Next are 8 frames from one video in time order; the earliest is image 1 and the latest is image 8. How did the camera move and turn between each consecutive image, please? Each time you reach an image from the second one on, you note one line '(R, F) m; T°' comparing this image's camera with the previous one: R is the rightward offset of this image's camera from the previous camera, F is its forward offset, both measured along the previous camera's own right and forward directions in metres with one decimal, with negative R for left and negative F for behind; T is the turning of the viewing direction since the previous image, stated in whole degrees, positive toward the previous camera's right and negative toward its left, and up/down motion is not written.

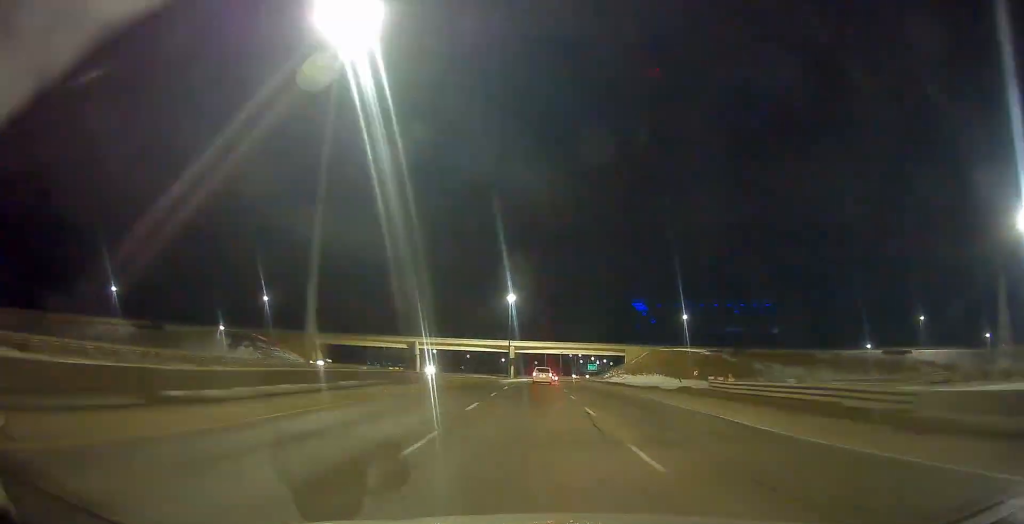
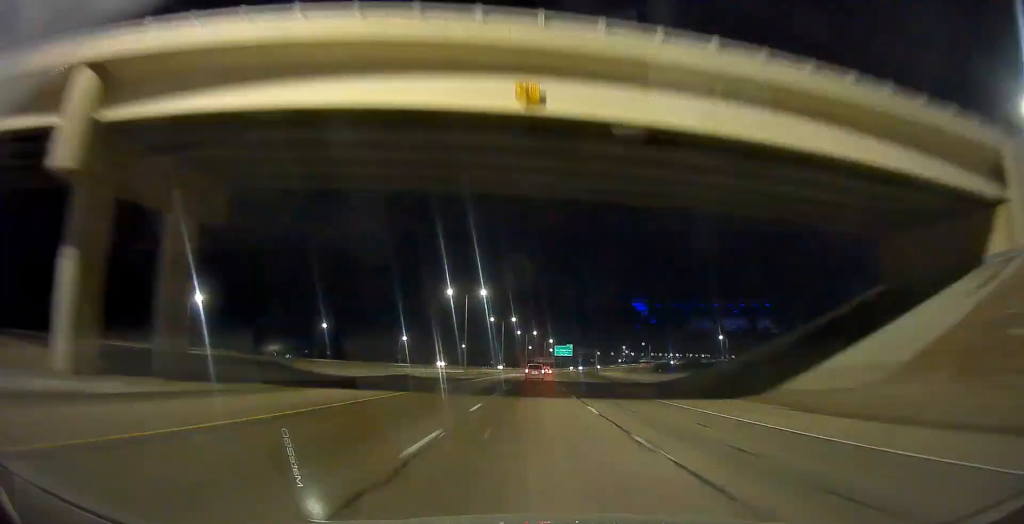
(+10.9, +212.8) m; +5°
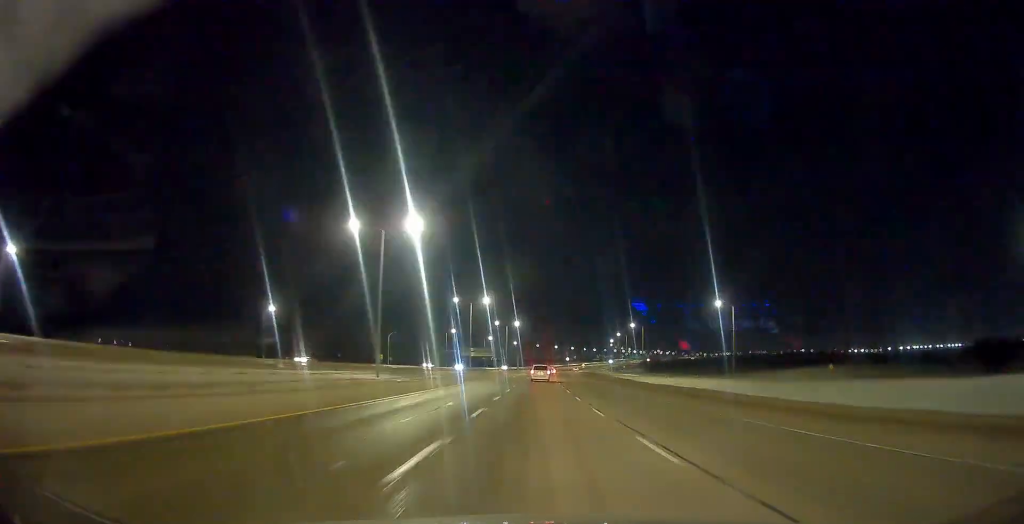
(+12.8, +252.3) m; +6°
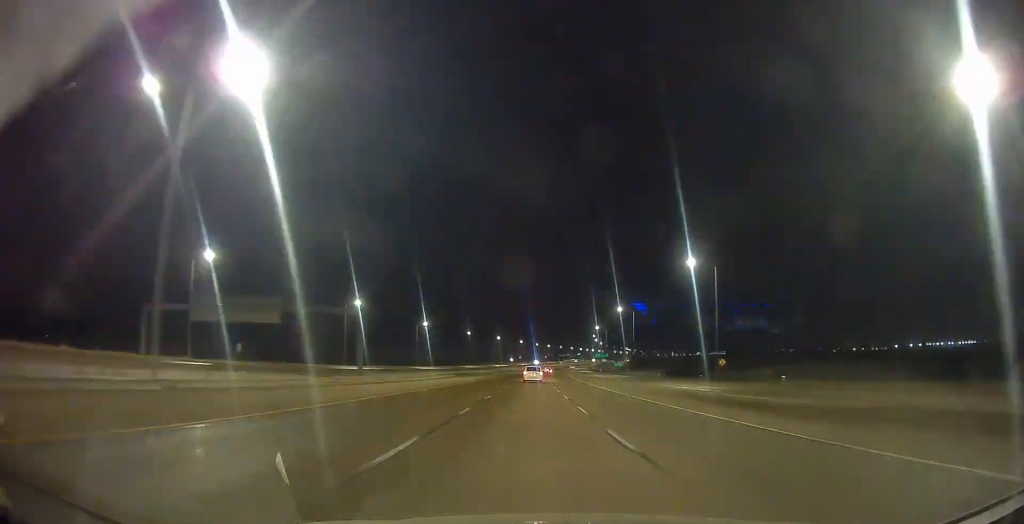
(+10.6, +208.9) m; +5°
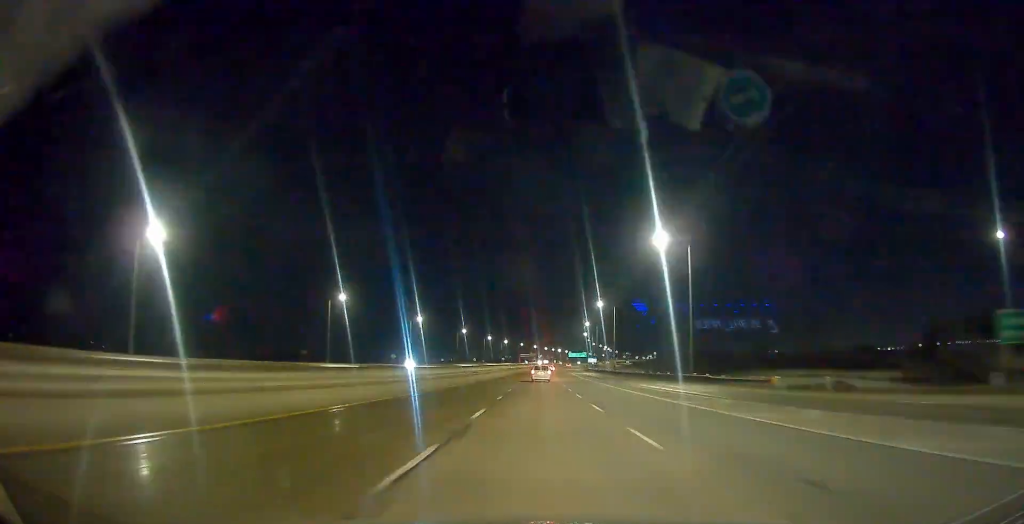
(+6.3, +183.5) m; +4°
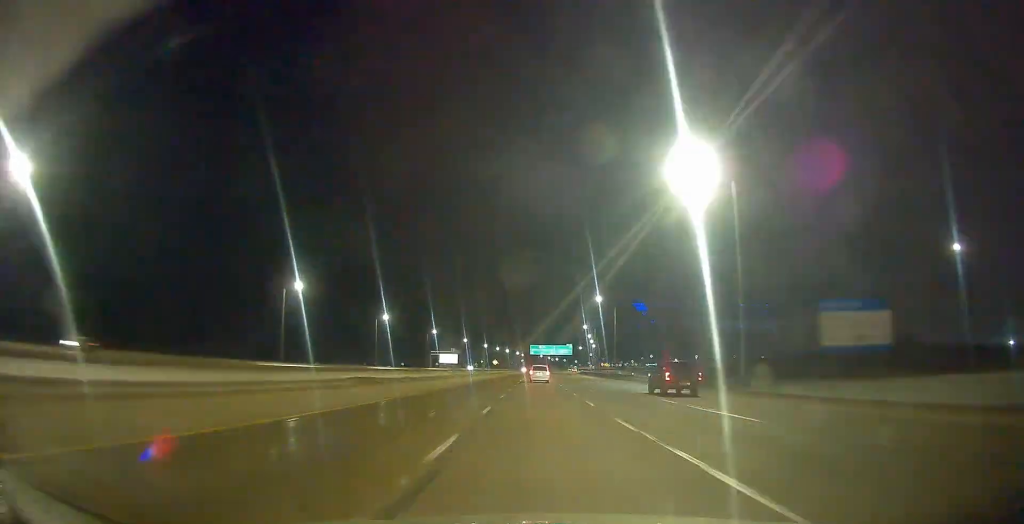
(+14.4, +307.3) m; +5°
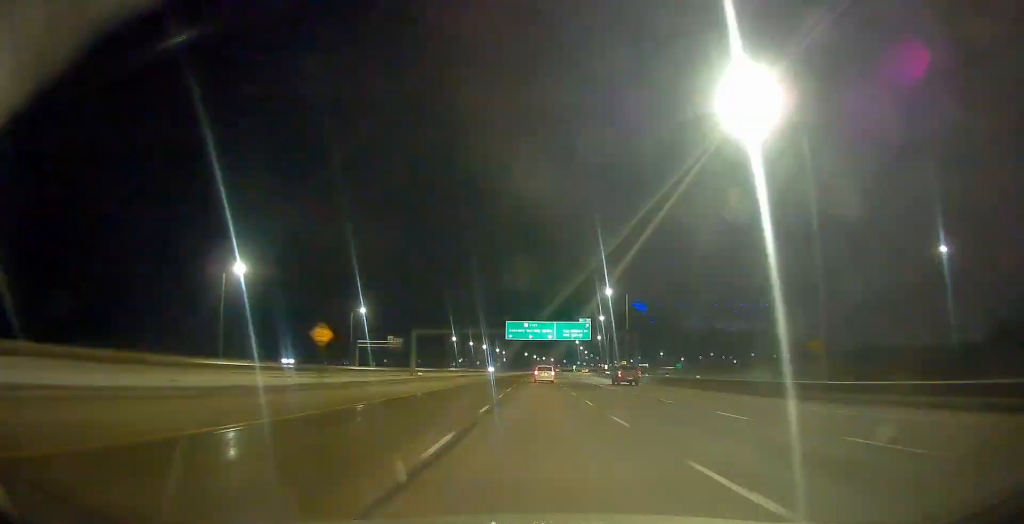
(+0.1, +114.6) m; +2°
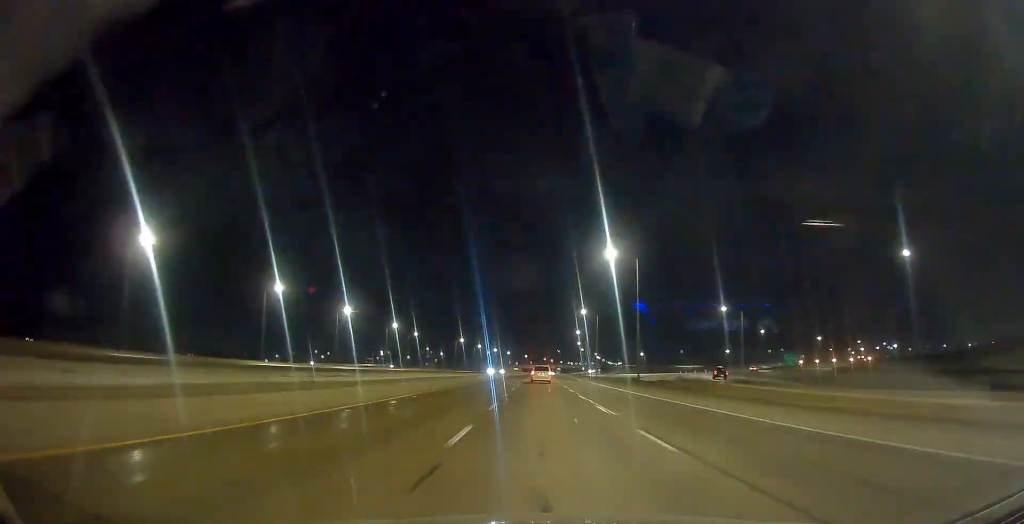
(+10.2, +293.1) m; +4°
